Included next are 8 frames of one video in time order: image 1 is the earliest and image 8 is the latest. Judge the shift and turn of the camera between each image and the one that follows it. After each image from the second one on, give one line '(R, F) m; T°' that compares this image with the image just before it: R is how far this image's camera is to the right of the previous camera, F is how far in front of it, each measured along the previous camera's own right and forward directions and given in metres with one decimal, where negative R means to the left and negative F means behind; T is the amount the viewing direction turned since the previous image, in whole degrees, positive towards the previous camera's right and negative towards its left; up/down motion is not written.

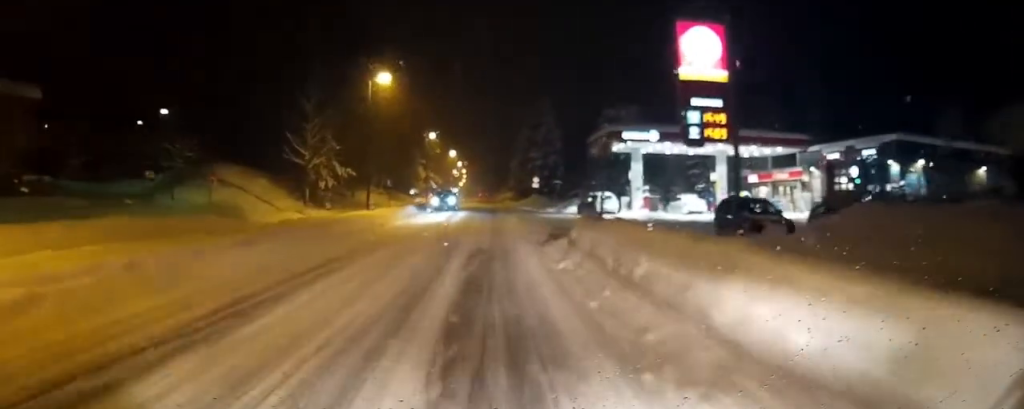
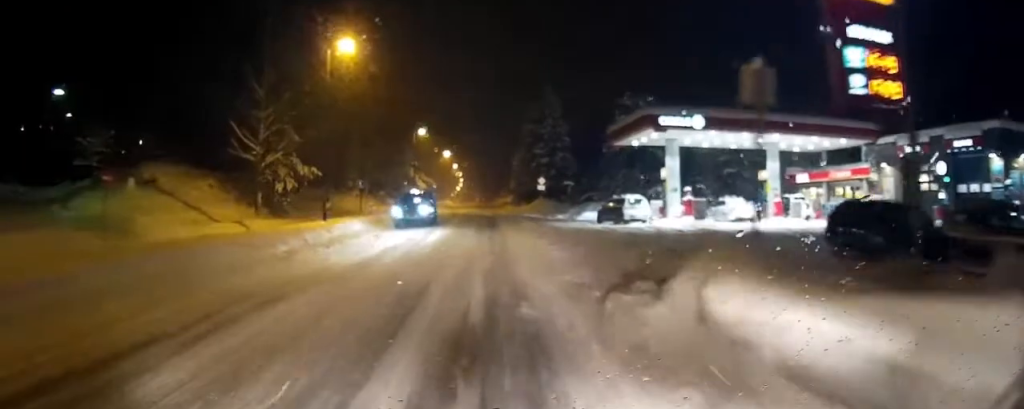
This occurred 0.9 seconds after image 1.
(0.0, +8.9) m; +1°
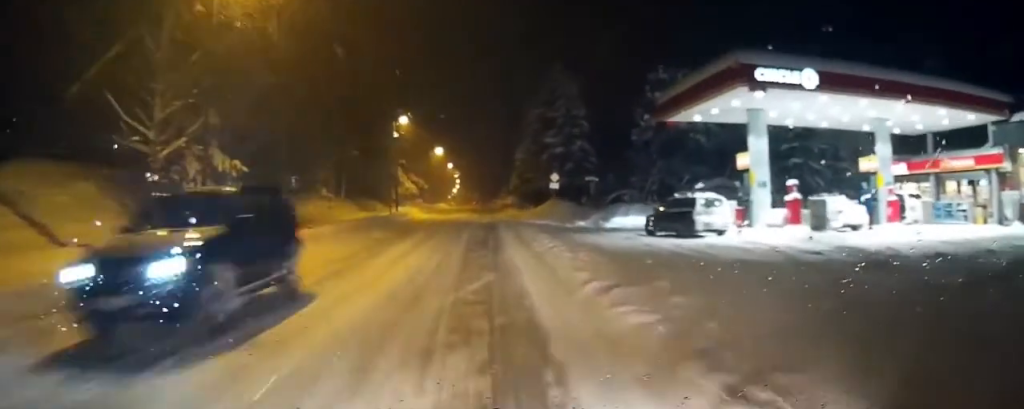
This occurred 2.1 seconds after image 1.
(+0.1, +11.4) m; 0°
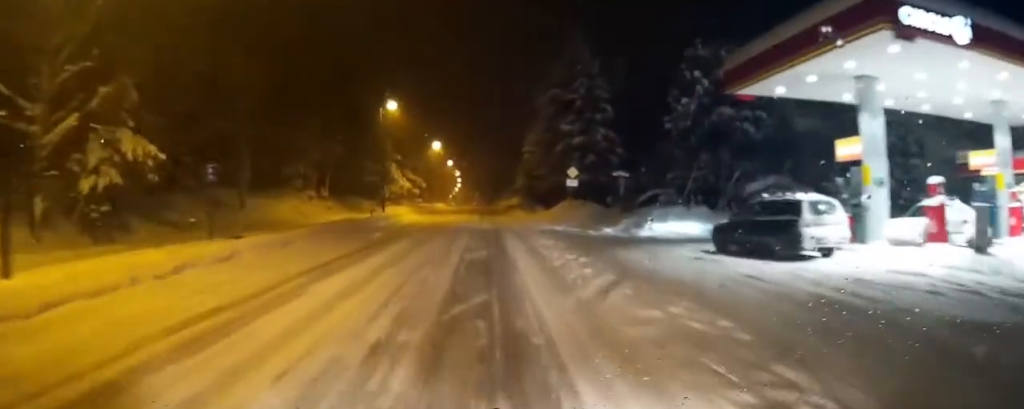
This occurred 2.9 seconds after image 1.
(0.0, +7.4) m; 0°
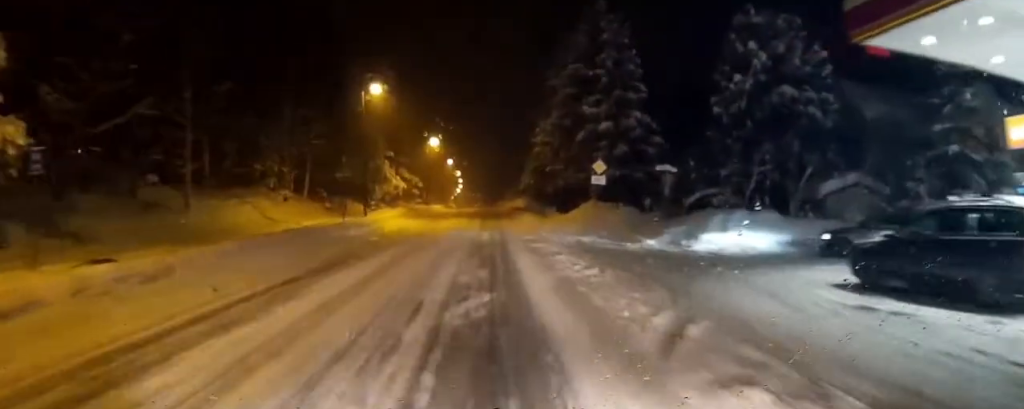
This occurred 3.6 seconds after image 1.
(0.0, +7.1) m; 0°
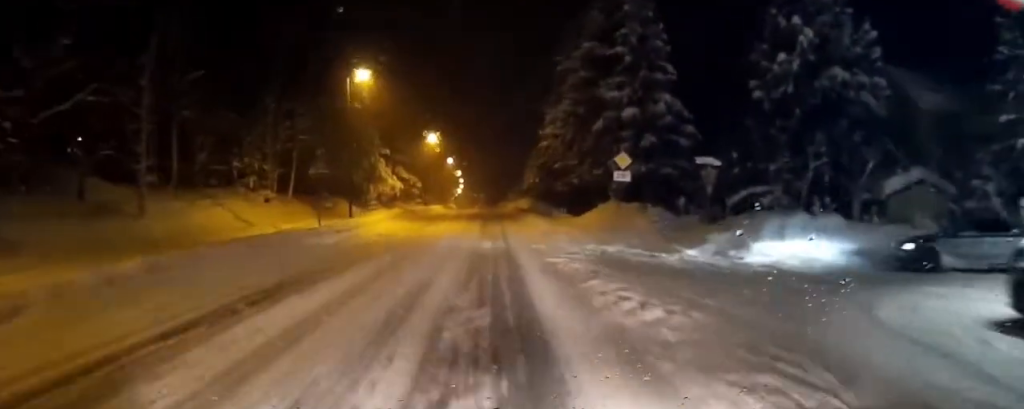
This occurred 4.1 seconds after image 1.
(0.0, +4.2) m; 0°
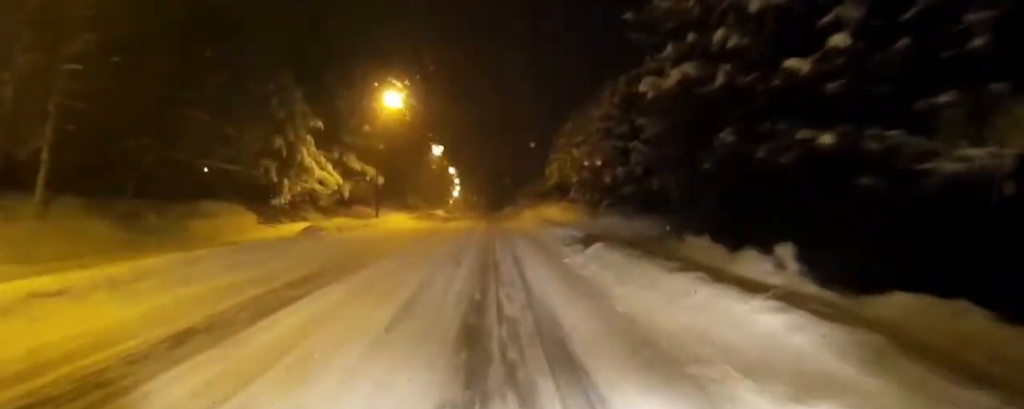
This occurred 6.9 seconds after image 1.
(0.0, +28.1) m; 0°
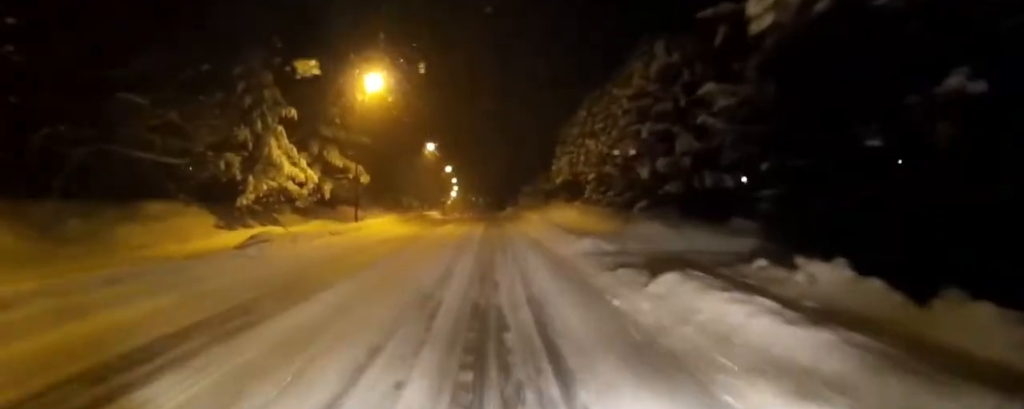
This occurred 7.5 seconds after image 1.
(0.0, +5.7) m; -1°
